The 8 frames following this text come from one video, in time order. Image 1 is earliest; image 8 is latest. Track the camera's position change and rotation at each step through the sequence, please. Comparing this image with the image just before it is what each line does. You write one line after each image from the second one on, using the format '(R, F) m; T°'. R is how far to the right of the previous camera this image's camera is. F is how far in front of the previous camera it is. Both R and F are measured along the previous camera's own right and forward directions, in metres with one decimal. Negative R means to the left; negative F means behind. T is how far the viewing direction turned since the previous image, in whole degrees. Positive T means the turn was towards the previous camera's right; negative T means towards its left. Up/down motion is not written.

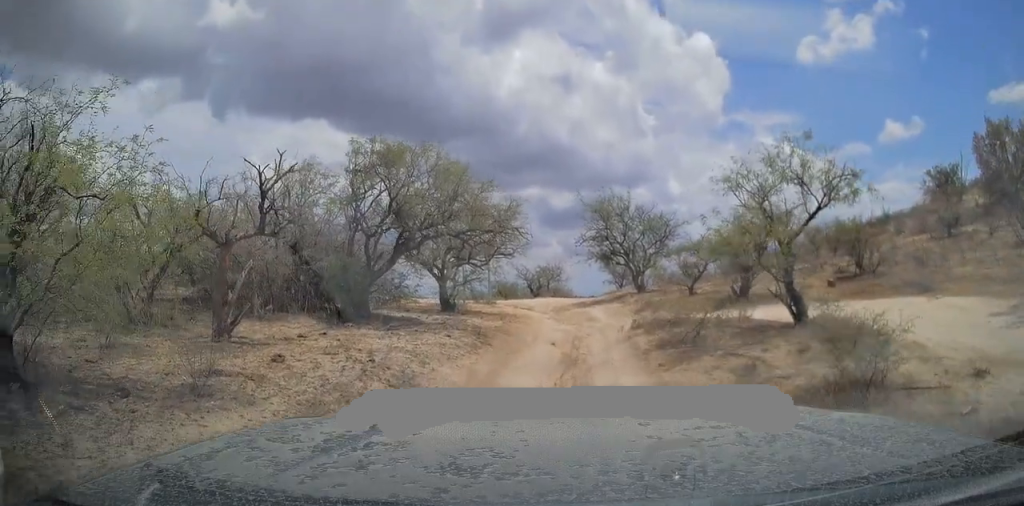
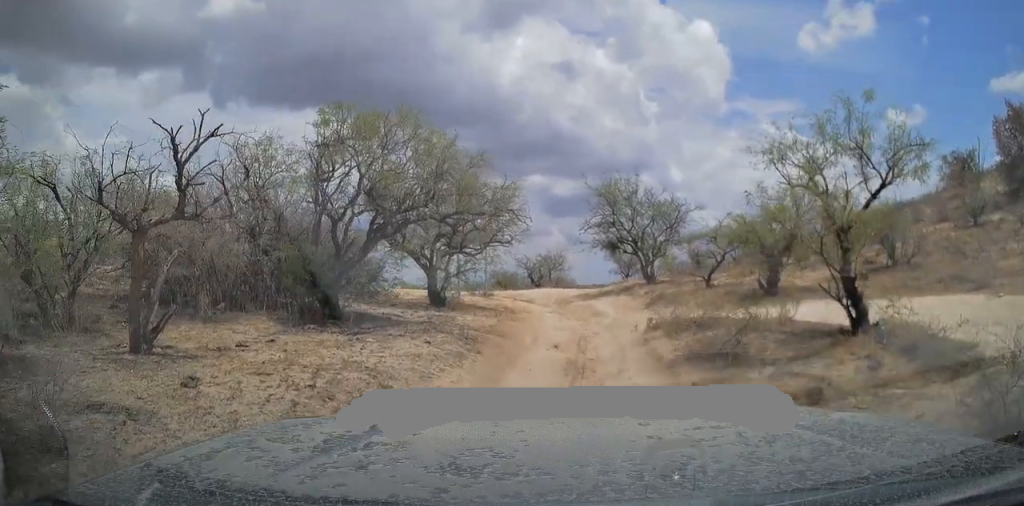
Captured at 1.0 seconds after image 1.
(0.0, +2.1) m; +5°
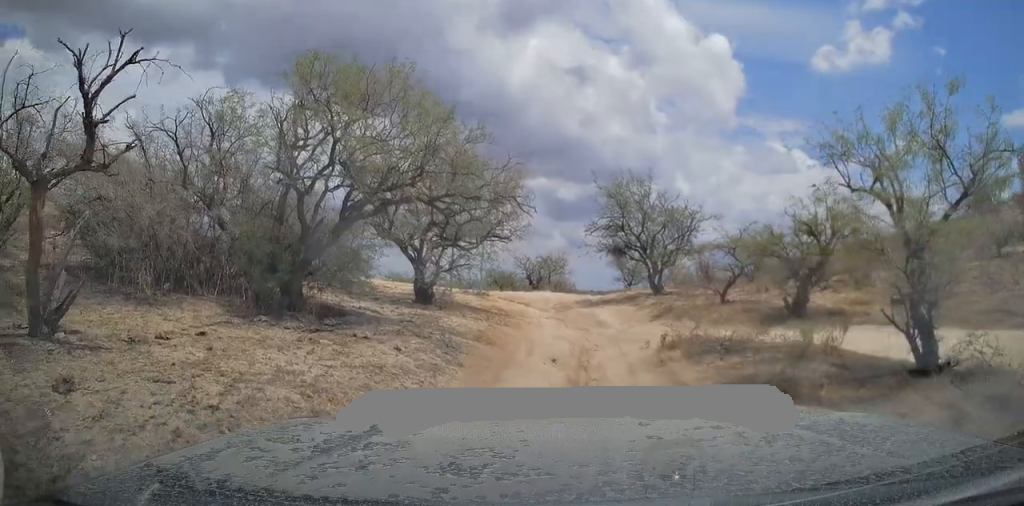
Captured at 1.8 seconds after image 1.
(+0.1, +1.7) m; +5°
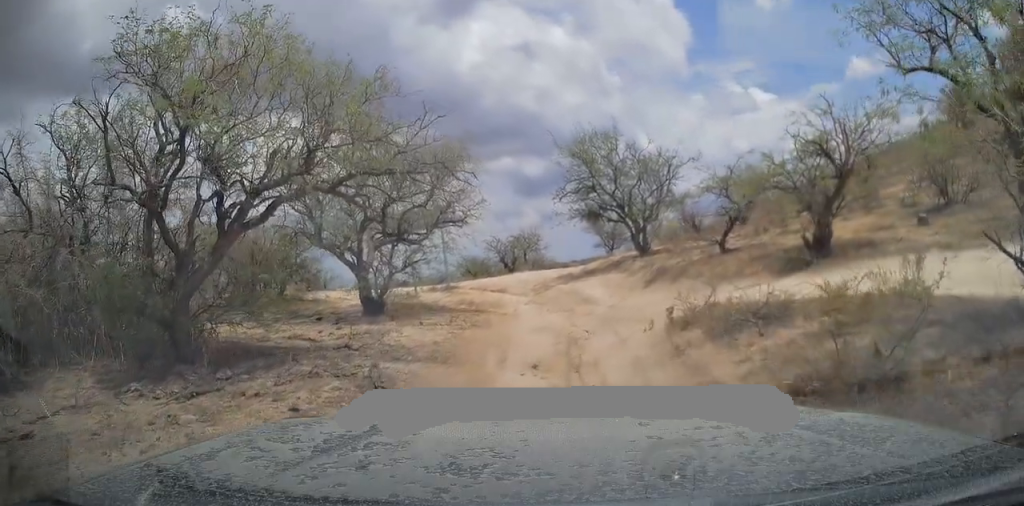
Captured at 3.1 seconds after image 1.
(0.0, +2.4) m; -3°
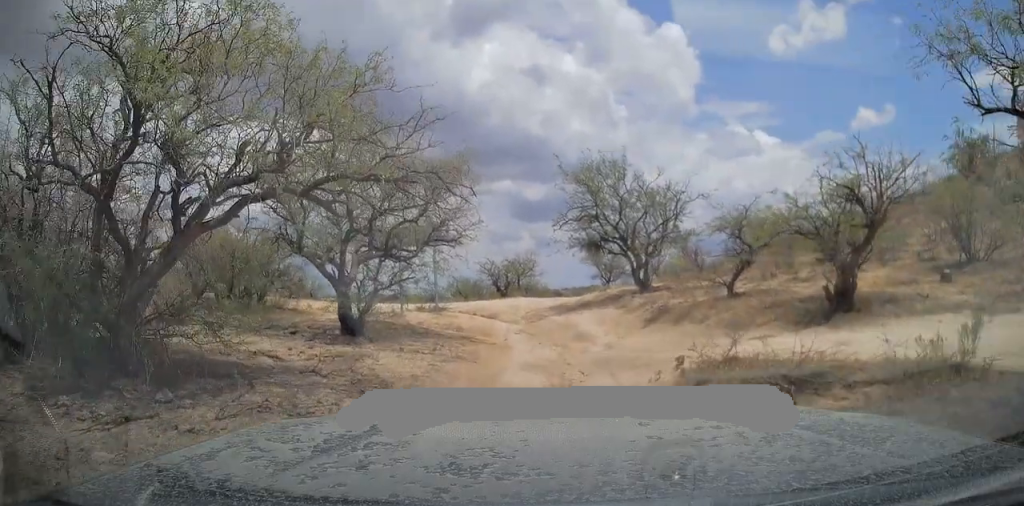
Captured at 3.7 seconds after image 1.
(-0.1, +1.1) m; 0°
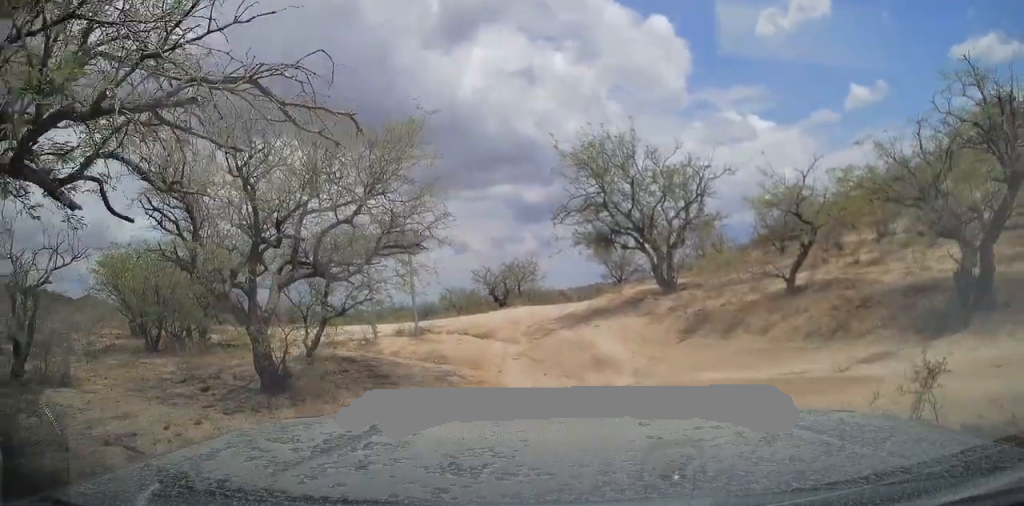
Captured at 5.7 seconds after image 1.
(+0.3, +3.5) m; +6°
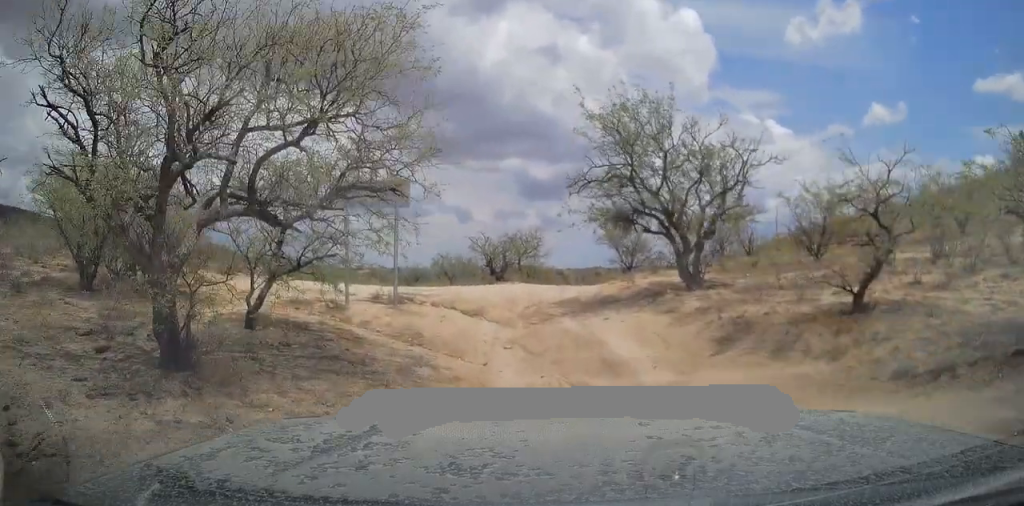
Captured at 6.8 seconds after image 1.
(0.0, +2.0) m; 0°
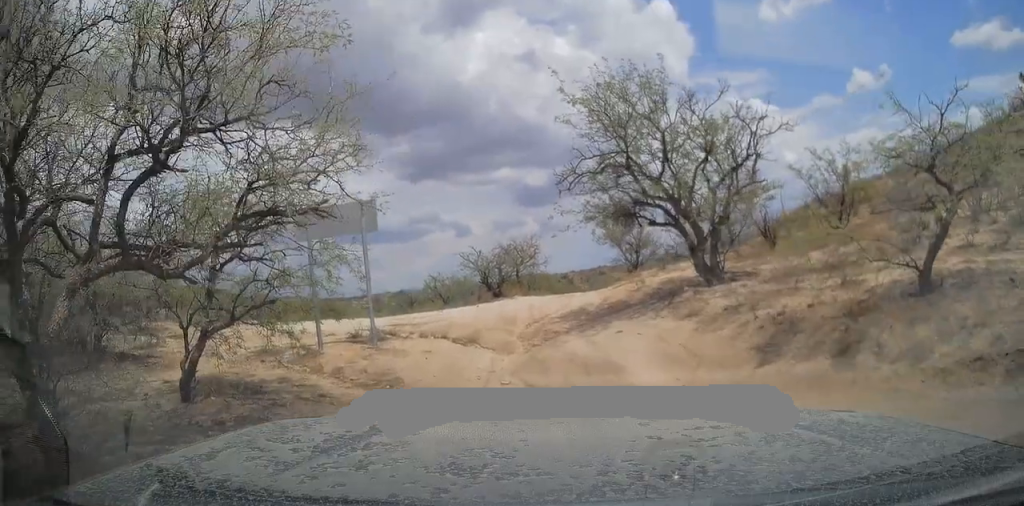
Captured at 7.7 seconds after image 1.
(0.0, +1.6) m; +2°
